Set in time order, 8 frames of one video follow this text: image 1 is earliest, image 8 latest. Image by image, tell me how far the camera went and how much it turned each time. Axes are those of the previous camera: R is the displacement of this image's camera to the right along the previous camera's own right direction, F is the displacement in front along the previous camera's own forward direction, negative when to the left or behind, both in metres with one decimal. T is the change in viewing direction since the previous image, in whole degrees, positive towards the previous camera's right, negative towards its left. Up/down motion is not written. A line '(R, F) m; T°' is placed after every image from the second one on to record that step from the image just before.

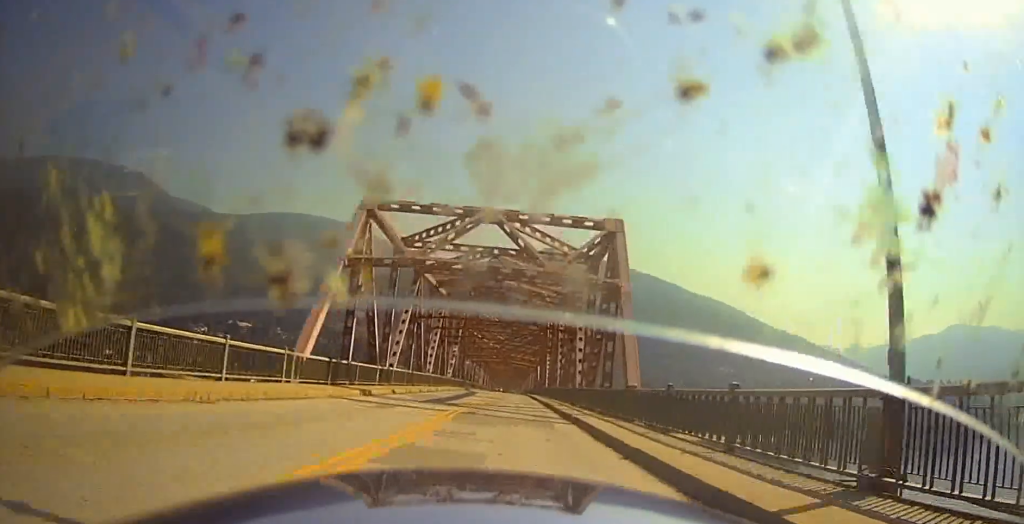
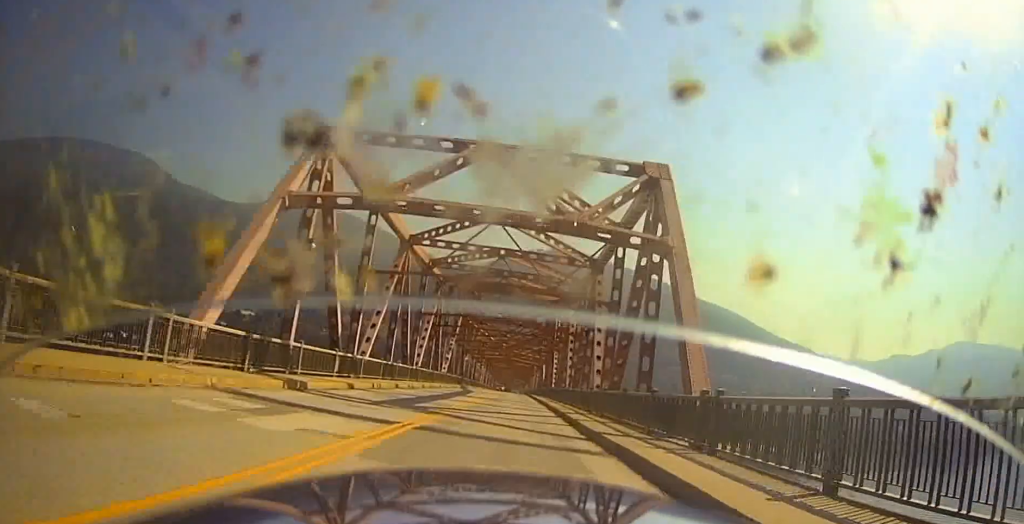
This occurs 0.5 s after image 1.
(0.0, +9.1) m; 0°
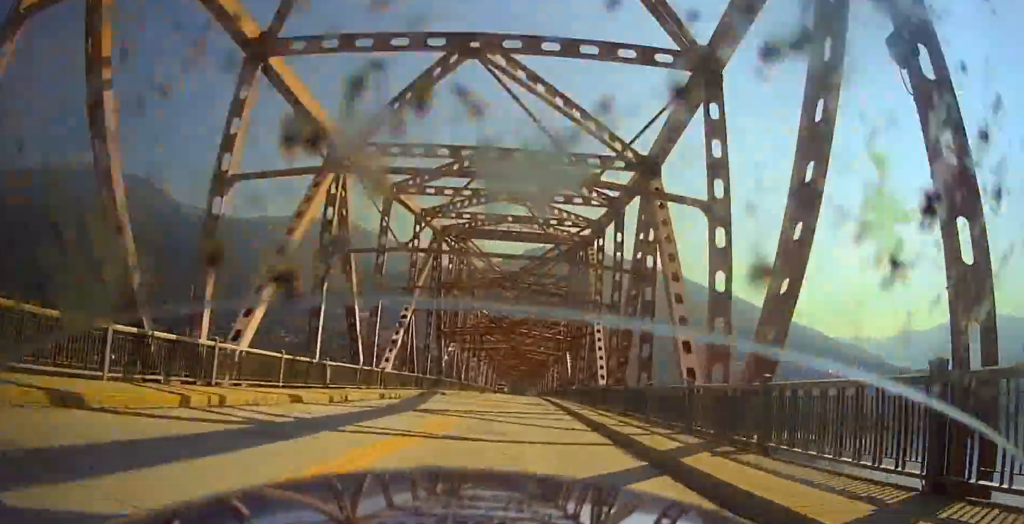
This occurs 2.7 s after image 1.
(+0.7, +41.0) m; +2°
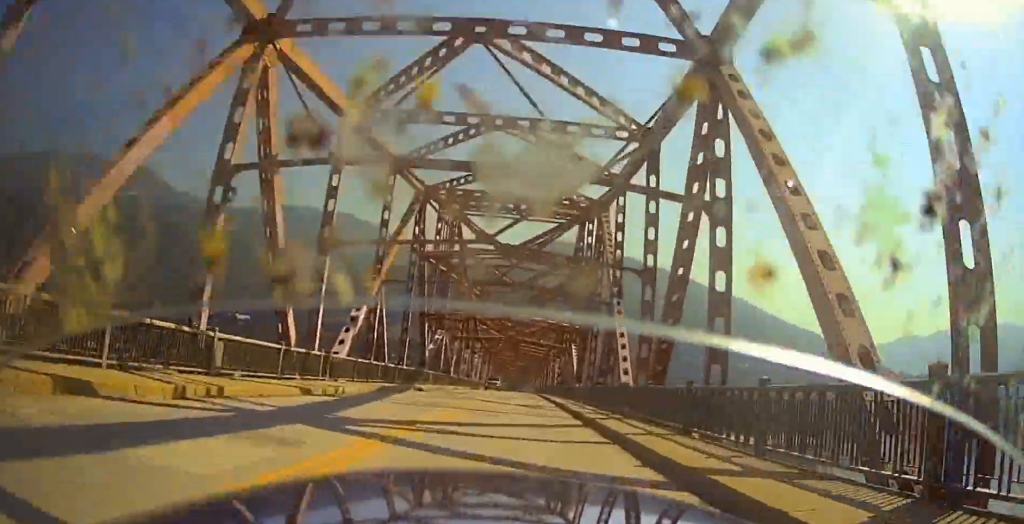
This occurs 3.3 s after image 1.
(0.0, +10.5) m; -1°
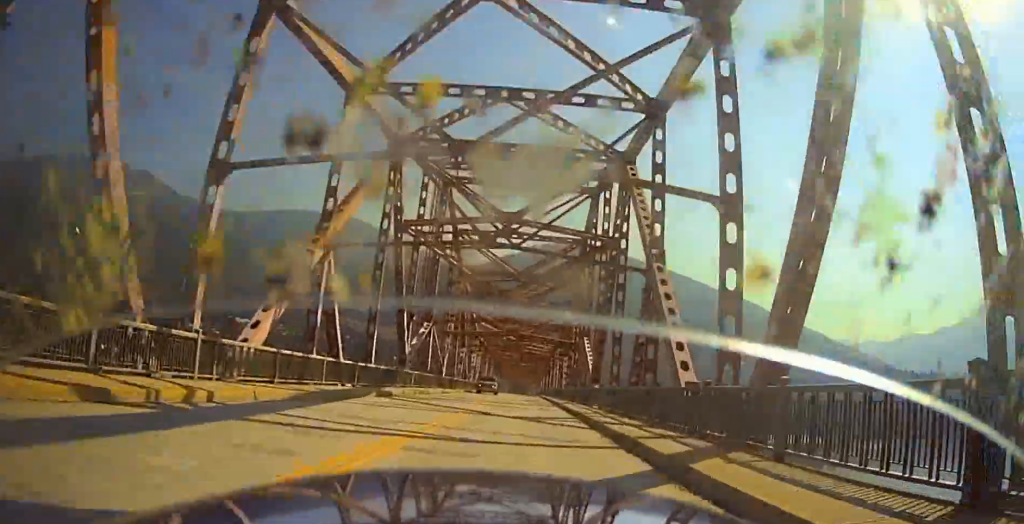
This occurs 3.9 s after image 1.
(+0.1, +10.0) m; -2°
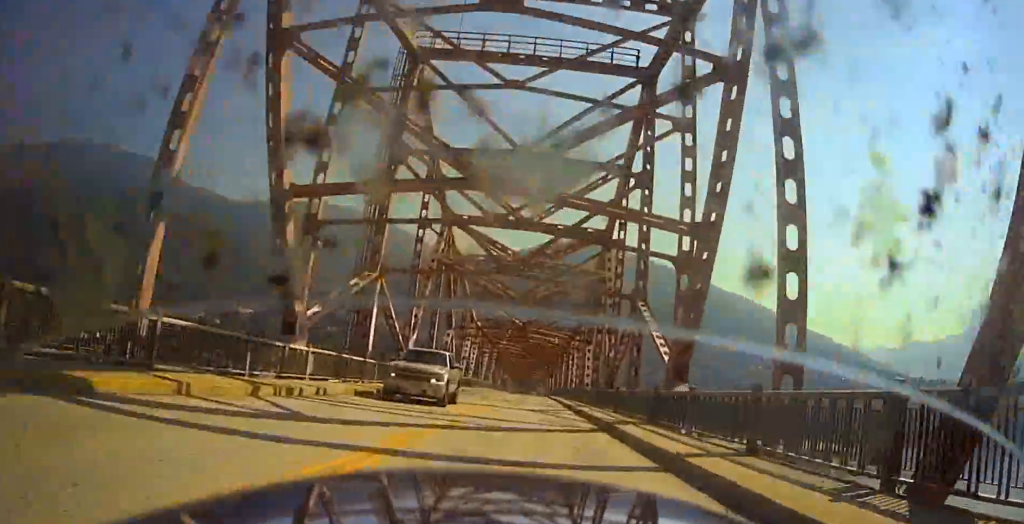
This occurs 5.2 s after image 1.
(-1.0, +22.0) m; -3°
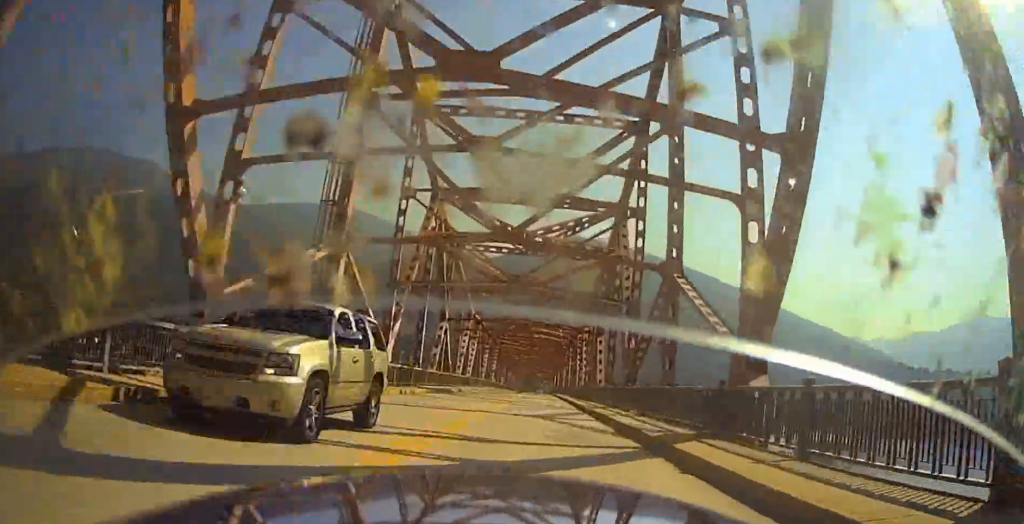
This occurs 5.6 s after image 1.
(0.0, +7.2) m; 0°
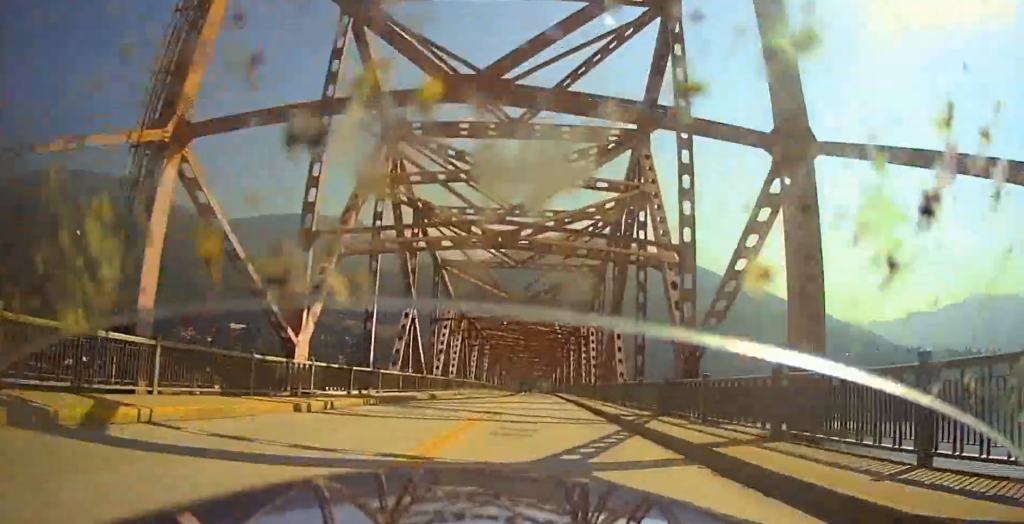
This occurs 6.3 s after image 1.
(0.0, +13.0) m; +1°
